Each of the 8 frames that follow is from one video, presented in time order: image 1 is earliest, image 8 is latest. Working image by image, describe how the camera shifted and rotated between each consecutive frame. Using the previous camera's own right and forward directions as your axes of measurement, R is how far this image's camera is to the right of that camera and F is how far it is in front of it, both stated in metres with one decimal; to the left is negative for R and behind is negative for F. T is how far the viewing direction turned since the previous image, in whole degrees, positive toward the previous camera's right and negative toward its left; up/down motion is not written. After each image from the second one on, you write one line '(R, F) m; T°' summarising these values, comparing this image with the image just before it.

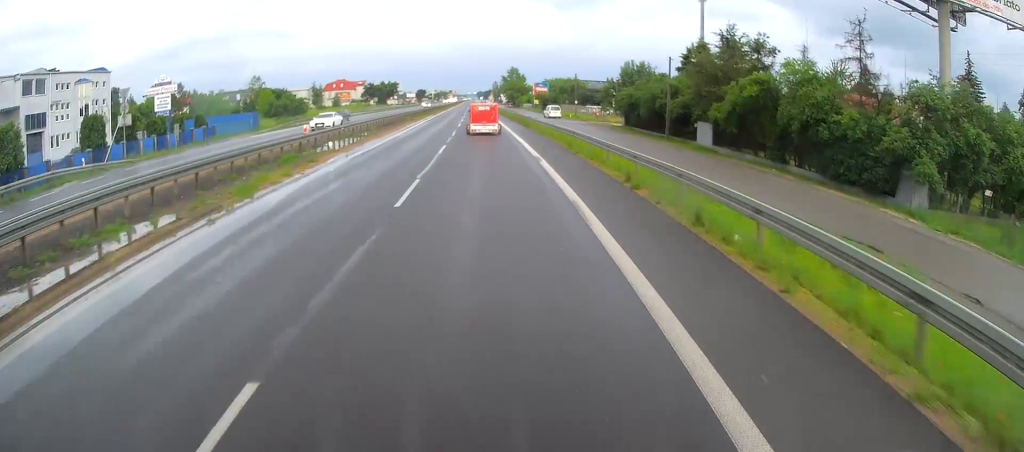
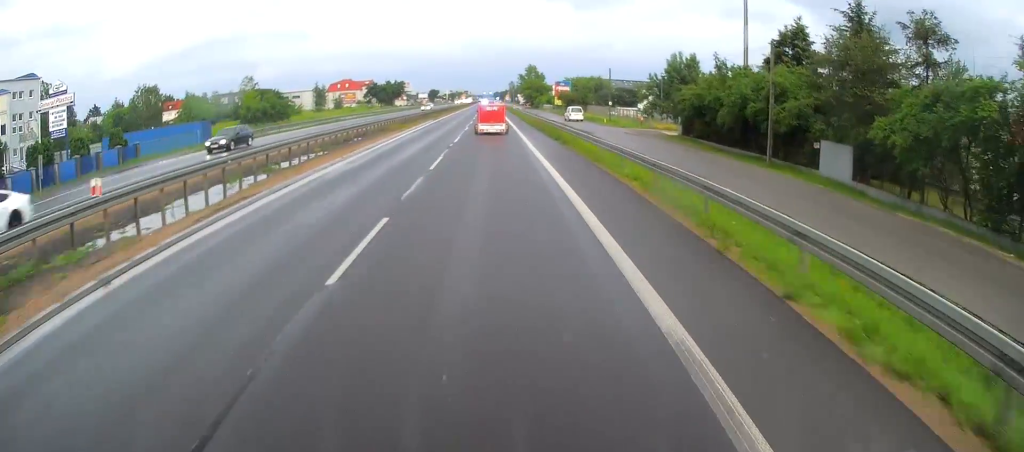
(-0.3, +17.8) m; -2°
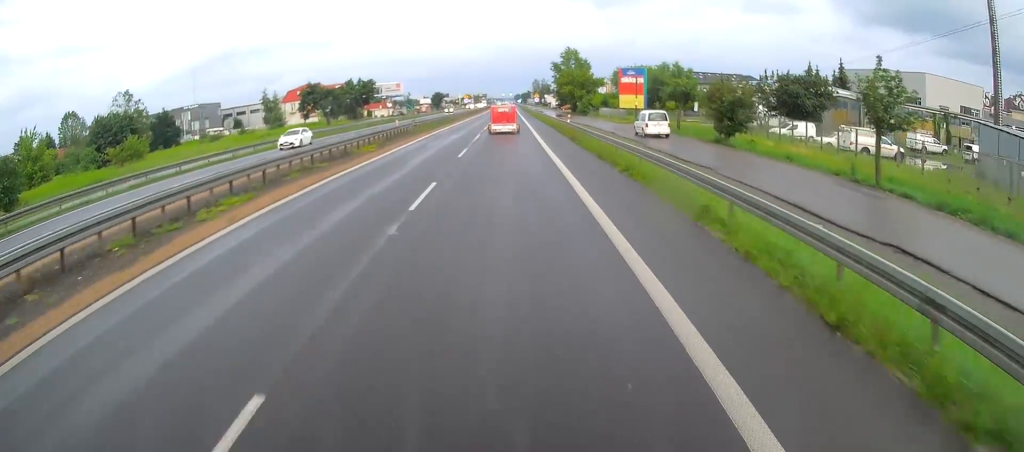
(-1.8, +67.5) m; -2°
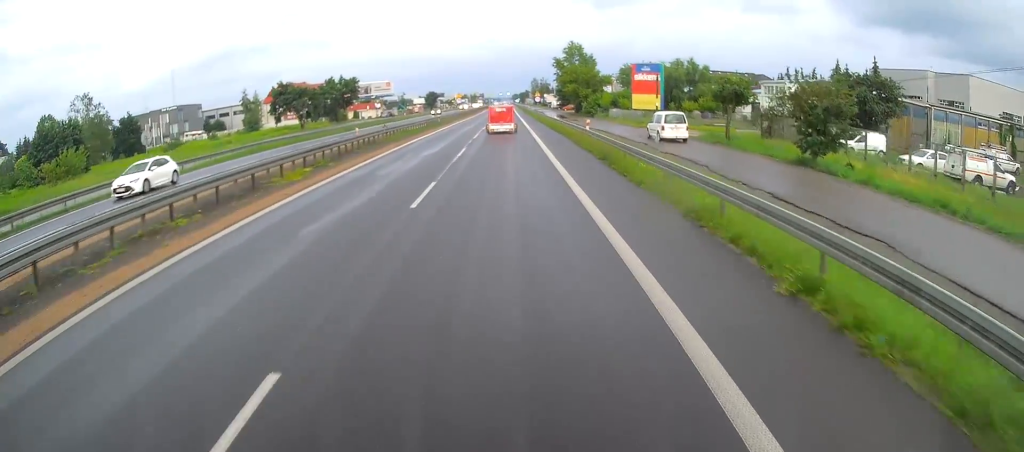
(0.0, +11.7) m; 0°
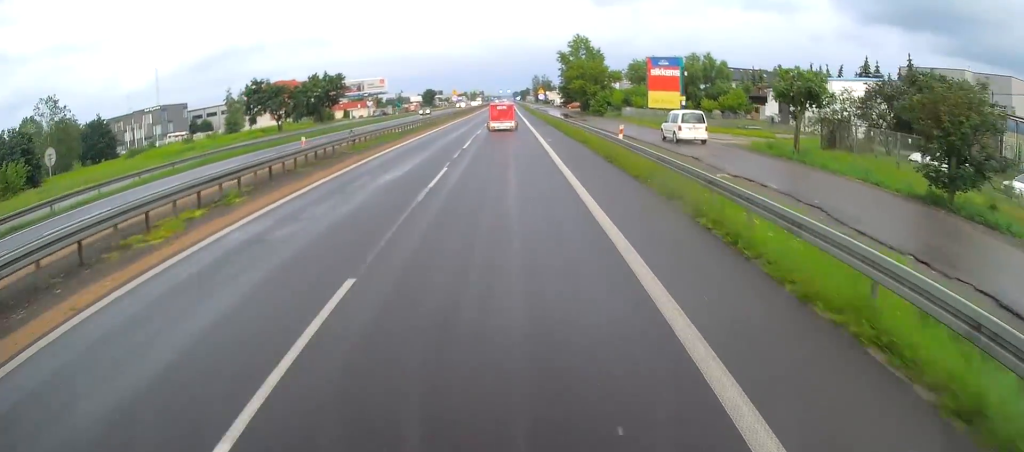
(-0.1, +9.4) m; 0°
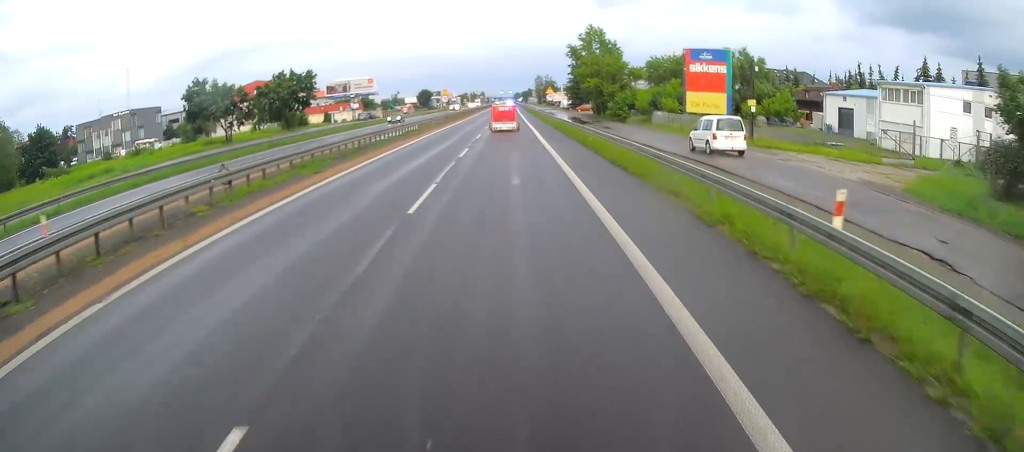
(+0.1, +15.8) m; 0°
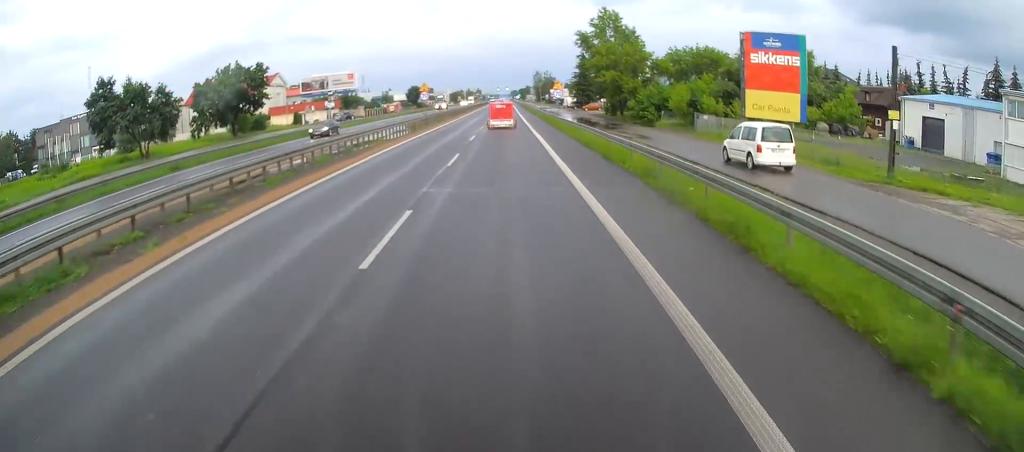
(+0.2, +16.1) m; 0°
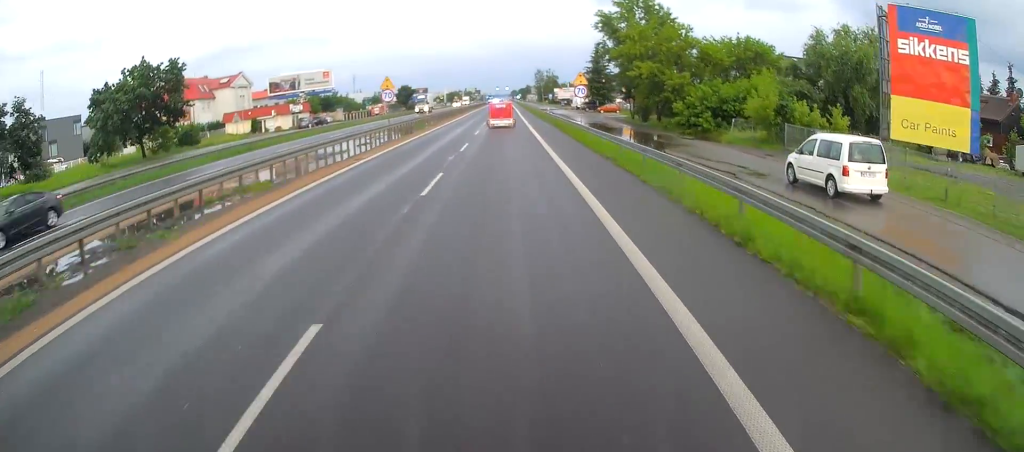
(-0.2, +18.1) m; -1°
